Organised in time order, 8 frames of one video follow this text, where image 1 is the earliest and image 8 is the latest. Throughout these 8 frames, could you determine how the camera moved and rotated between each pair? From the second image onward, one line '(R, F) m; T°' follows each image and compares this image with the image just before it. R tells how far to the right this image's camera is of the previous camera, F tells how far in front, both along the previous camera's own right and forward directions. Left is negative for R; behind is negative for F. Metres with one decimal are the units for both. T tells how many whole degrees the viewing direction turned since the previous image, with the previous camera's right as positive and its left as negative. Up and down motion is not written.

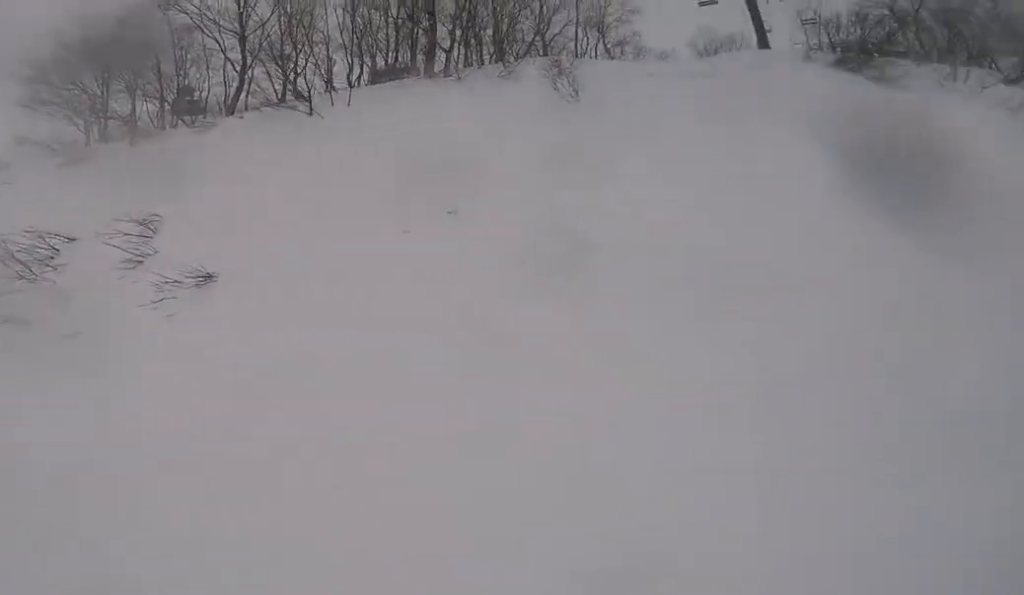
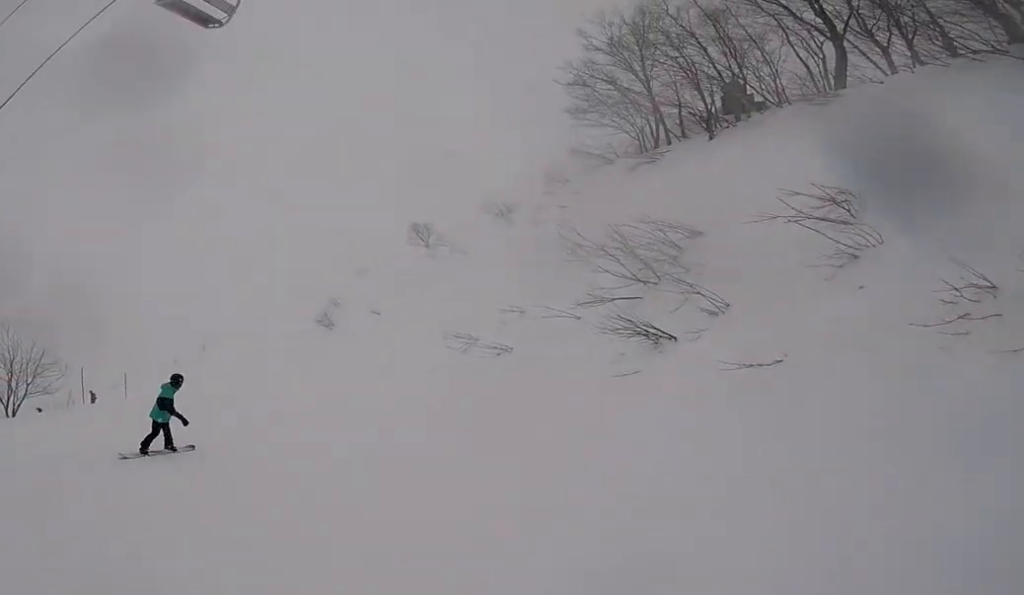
(+0.3, +6.3) m; +7°
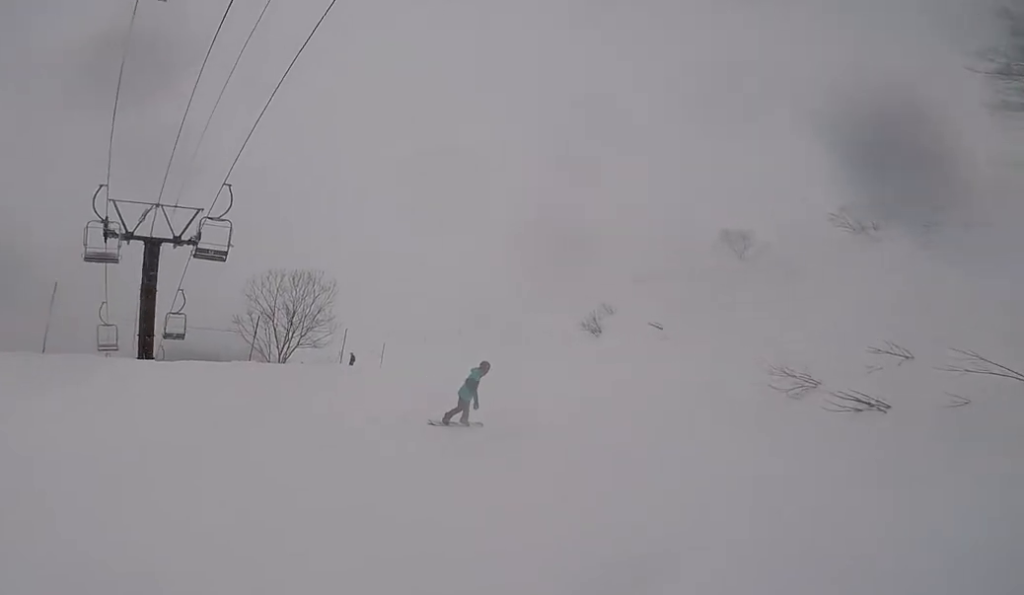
(+0.2, +2.5) m; +3°
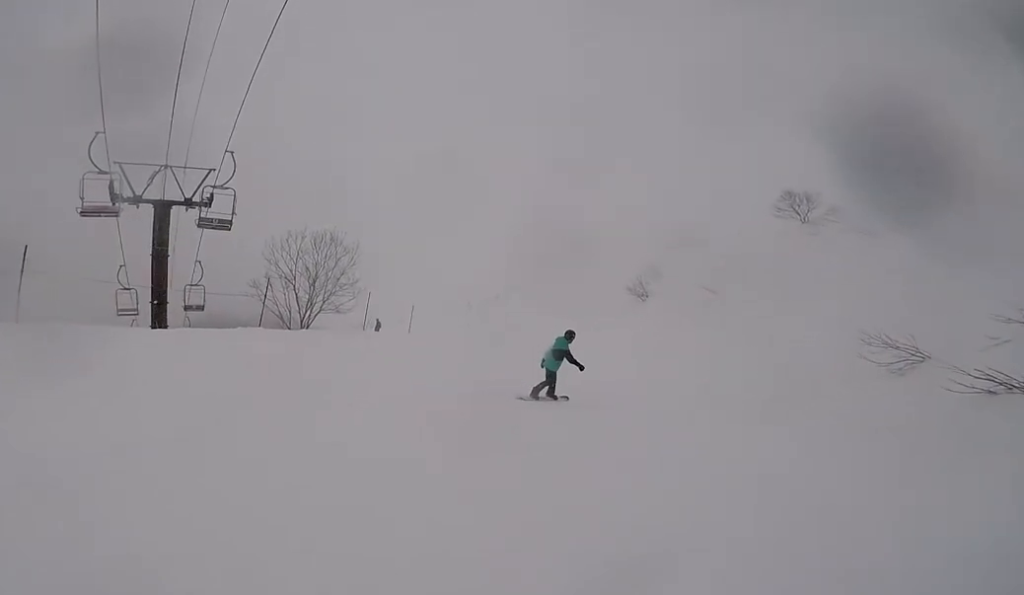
(0.0, +1.7) m; +1°
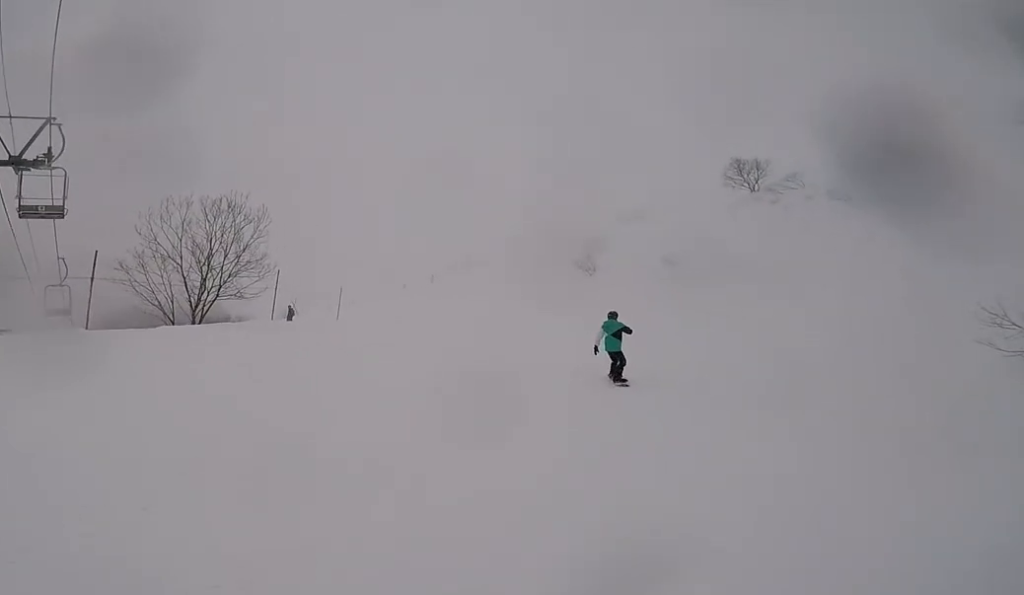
(0.0, +4.2) m; 0°
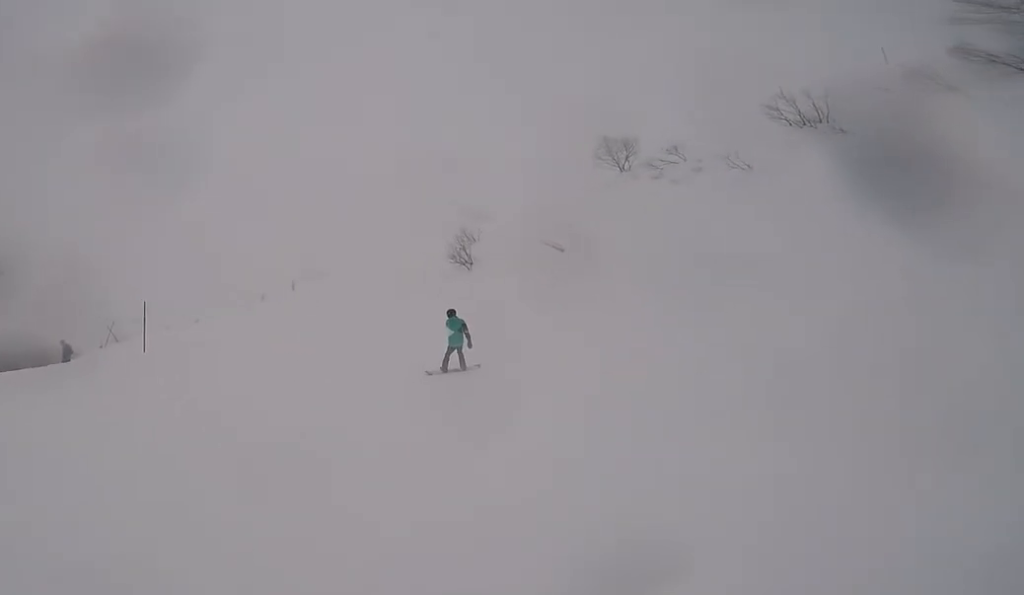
(0.0, +5.7) m; -2°
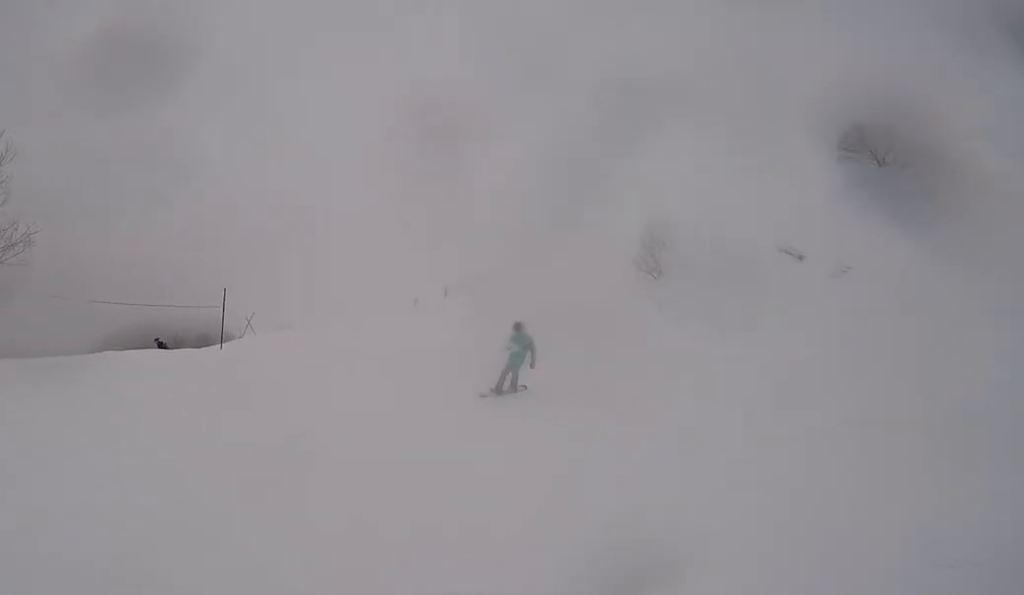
(-0.1, +3.7) m; -5°
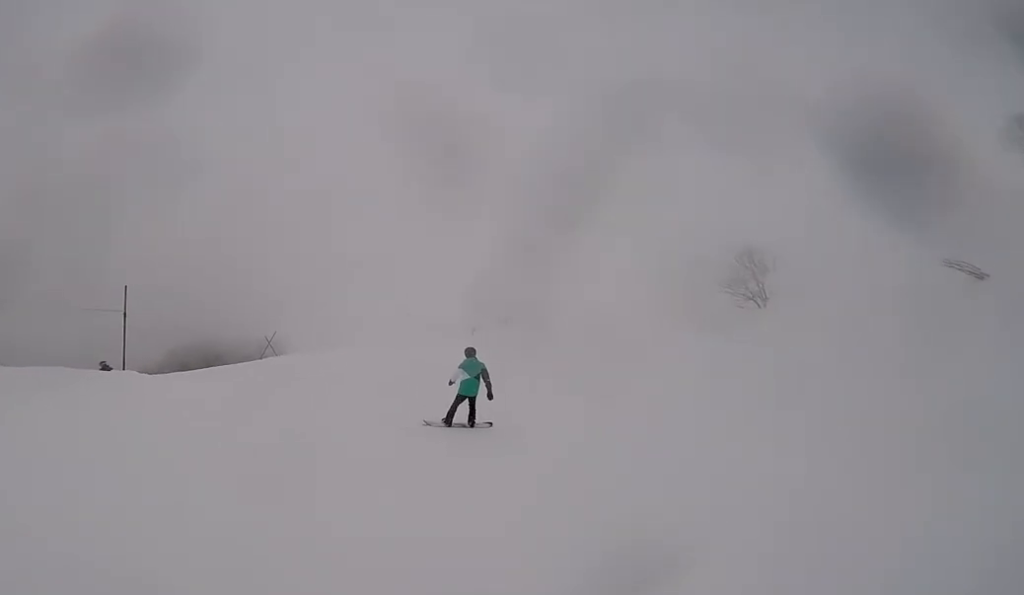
(-0.1, +3.5) m; -6°
